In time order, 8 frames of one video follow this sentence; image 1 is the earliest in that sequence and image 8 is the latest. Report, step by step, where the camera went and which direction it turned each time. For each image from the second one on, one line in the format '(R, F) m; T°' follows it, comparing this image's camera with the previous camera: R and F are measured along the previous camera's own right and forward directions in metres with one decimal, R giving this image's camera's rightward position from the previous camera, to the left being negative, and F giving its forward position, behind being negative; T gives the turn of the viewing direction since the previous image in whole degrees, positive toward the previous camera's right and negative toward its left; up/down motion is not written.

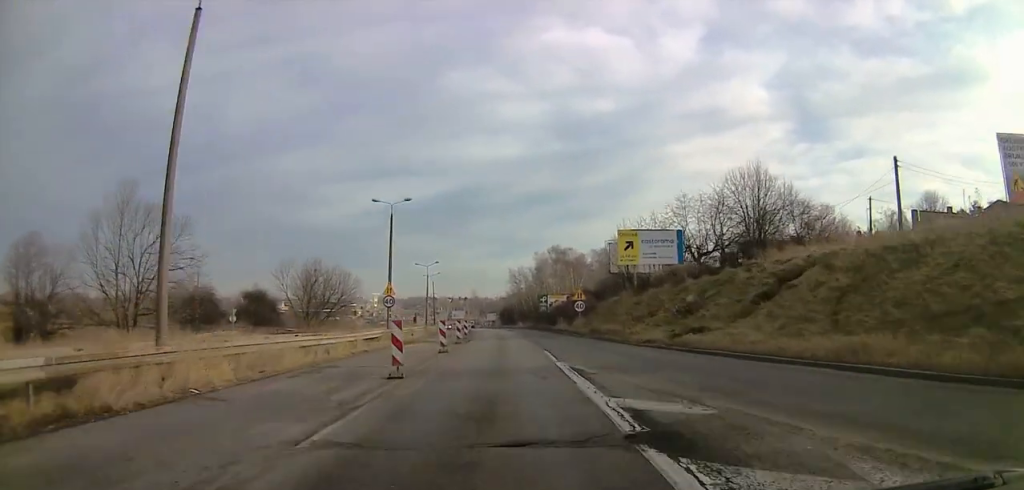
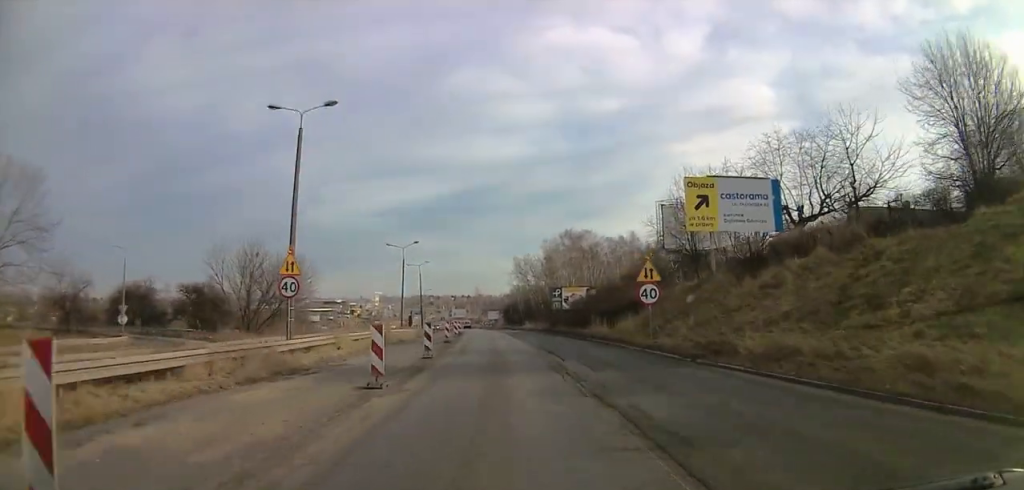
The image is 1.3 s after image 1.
(-3.1, +21.9) m; -7°
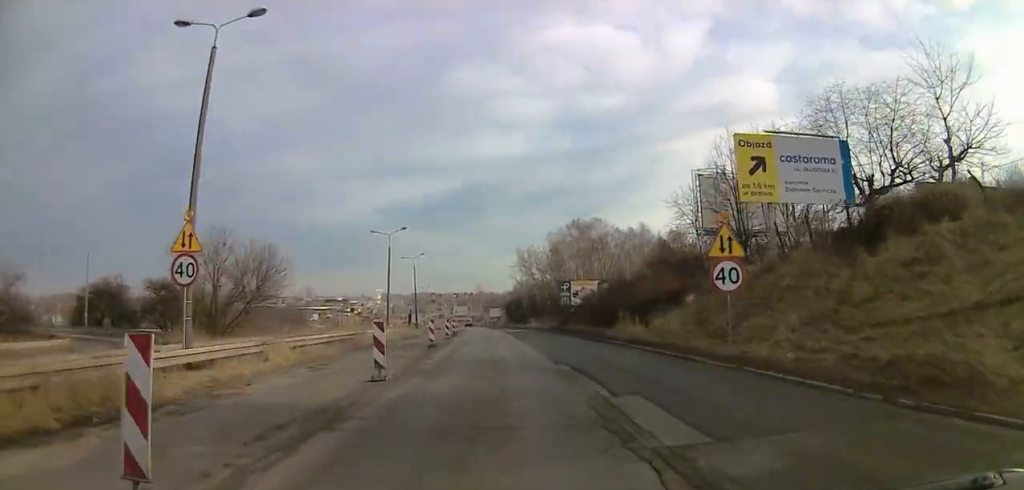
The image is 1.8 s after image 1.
(+0.7, +8.8) m; +2°
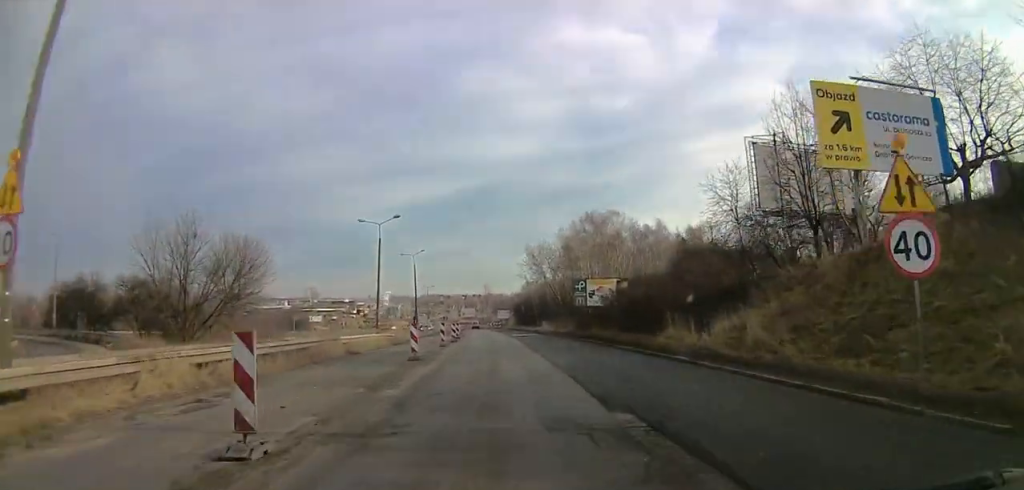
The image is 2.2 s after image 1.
(+0.4, +7.6) m; +2°
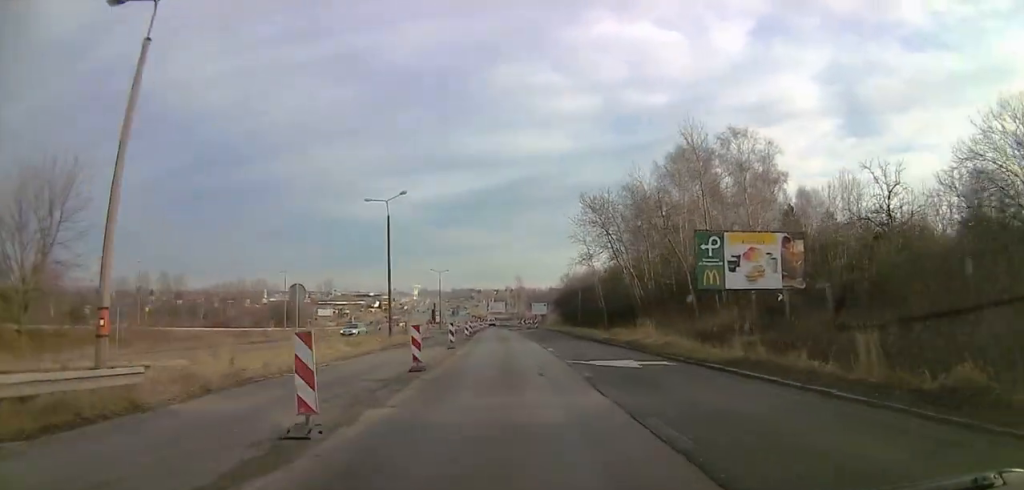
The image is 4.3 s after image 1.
(-0.4, +37.3) m; -1°
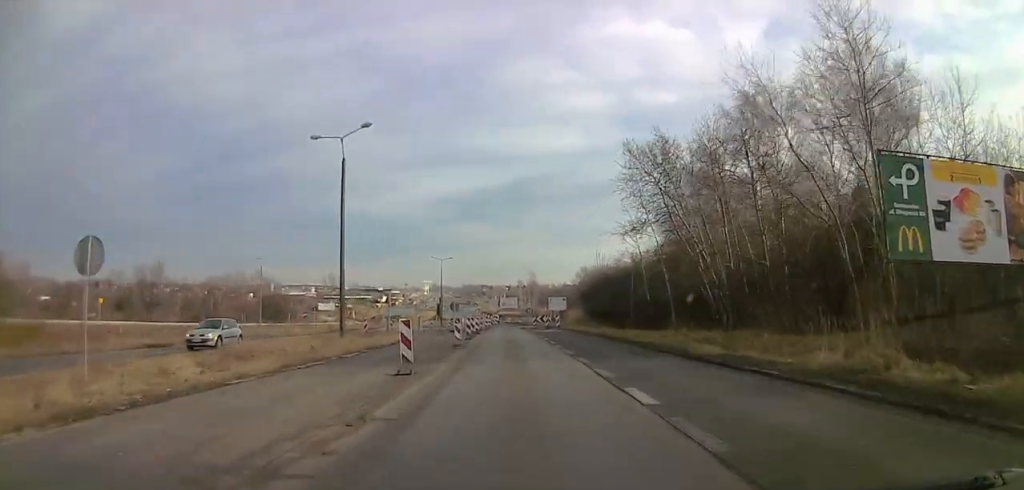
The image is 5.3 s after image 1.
(-0.1, +16.8) m; +1°
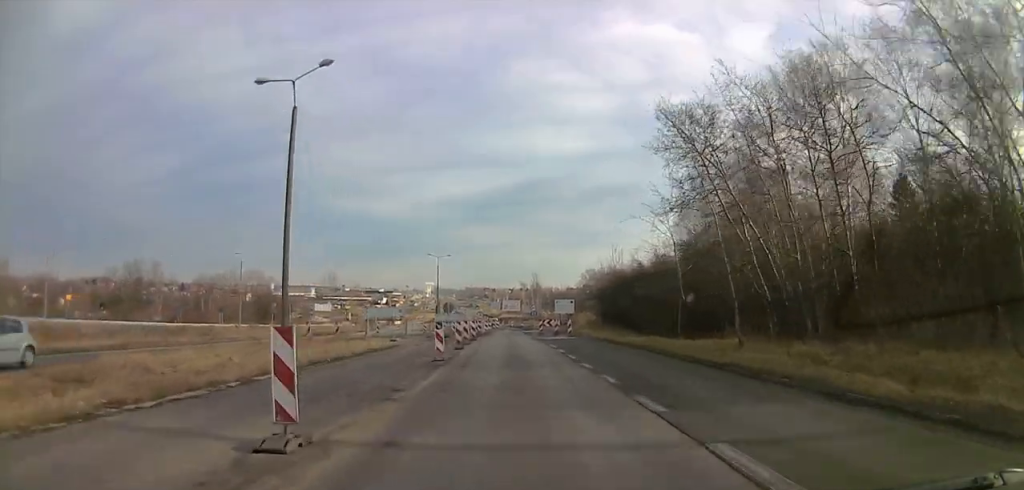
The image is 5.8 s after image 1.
(+0.2, +8.6) m; 0°
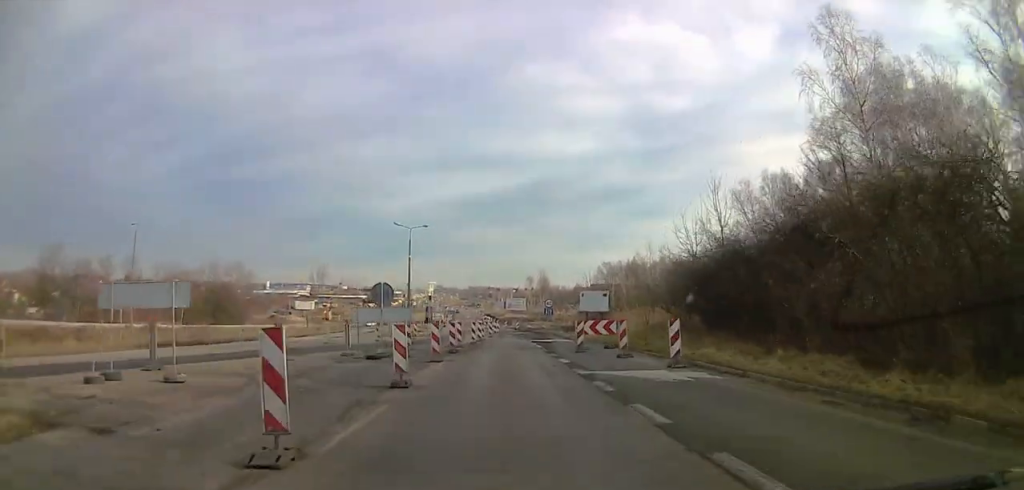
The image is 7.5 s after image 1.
(-0.7, +28.8) m; -3°
